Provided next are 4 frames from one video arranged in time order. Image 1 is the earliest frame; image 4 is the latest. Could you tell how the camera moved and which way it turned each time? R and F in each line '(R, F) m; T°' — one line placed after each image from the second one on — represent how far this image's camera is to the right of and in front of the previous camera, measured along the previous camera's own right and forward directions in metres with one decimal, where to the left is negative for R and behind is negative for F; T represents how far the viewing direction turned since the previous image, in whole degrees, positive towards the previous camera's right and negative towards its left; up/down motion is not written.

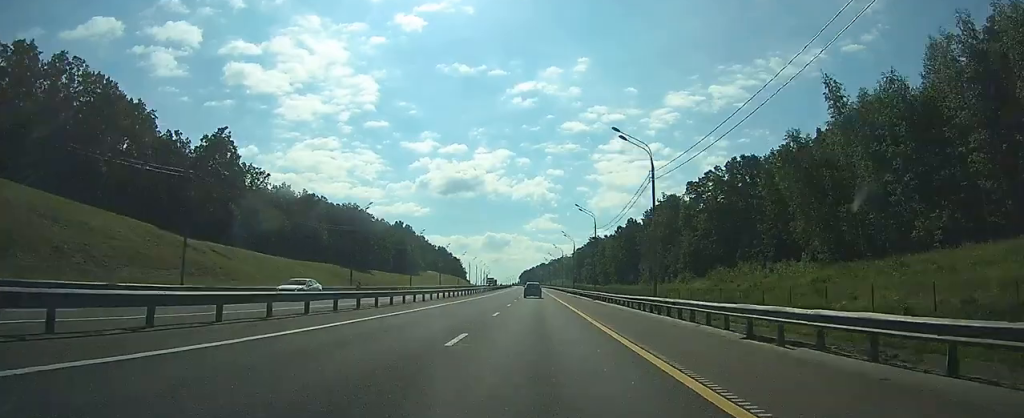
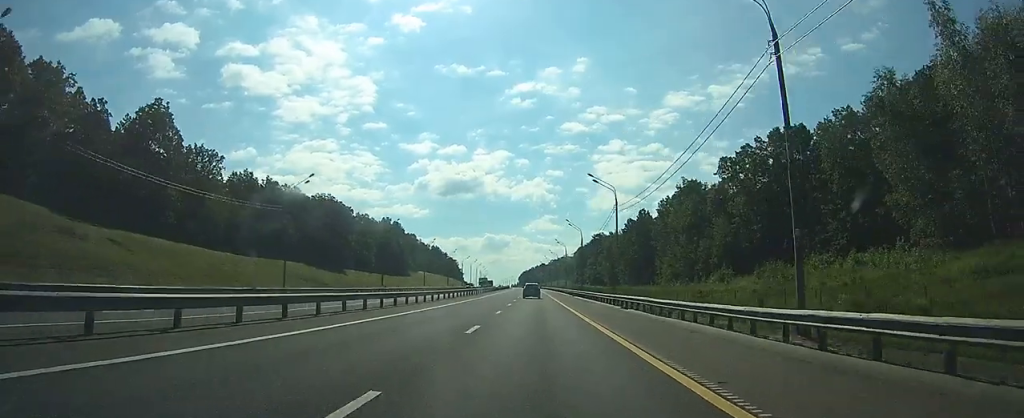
(-0.1, +19.7) m; 0°
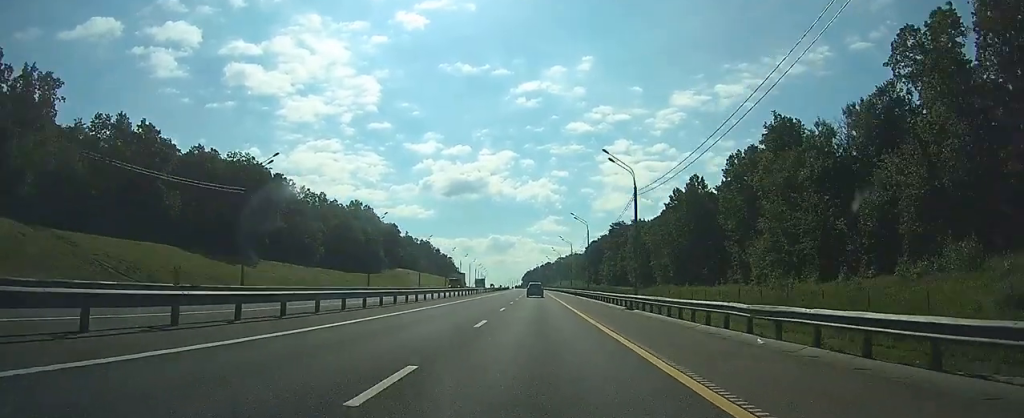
(+0.1, +44.6) m; 0°
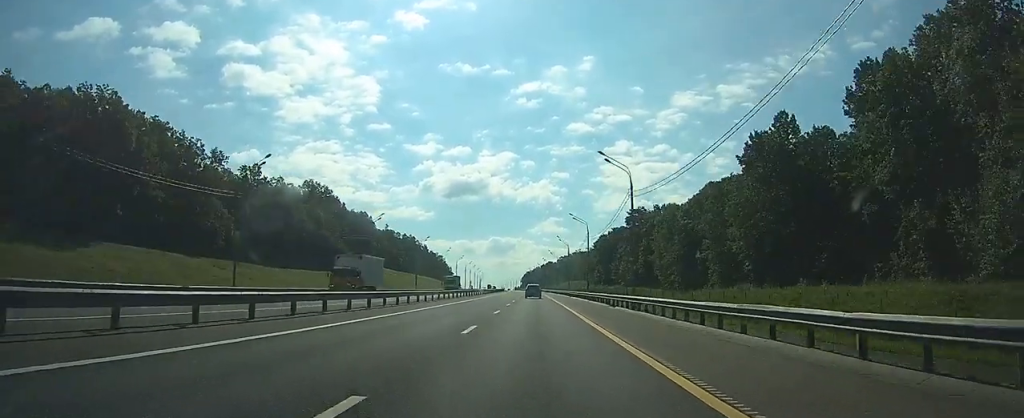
(-0.1, +37.4) m; 0°
